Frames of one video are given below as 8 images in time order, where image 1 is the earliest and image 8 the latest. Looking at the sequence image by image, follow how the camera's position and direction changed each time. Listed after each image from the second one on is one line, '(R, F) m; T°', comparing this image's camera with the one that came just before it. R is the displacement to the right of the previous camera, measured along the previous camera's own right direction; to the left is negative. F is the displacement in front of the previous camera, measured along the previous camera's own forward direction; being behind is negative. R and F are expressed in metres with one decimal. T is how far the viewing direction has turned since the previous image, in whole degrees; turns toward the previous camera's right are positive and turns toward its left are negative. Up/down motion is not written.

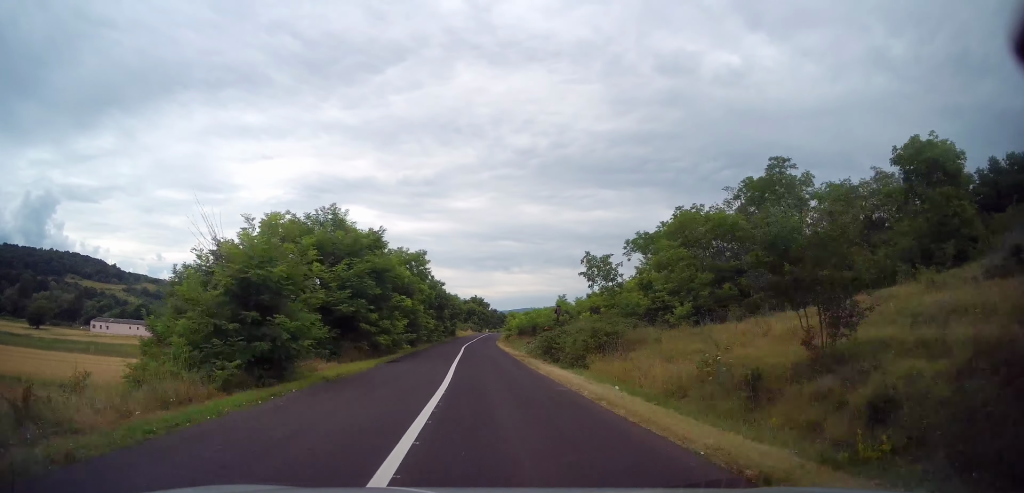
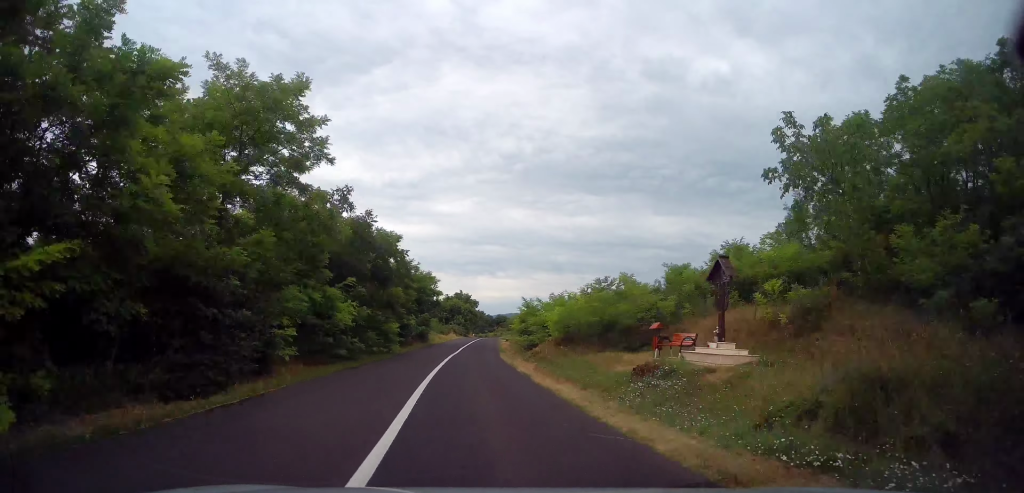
(+0.5, +26.6) m; +1°
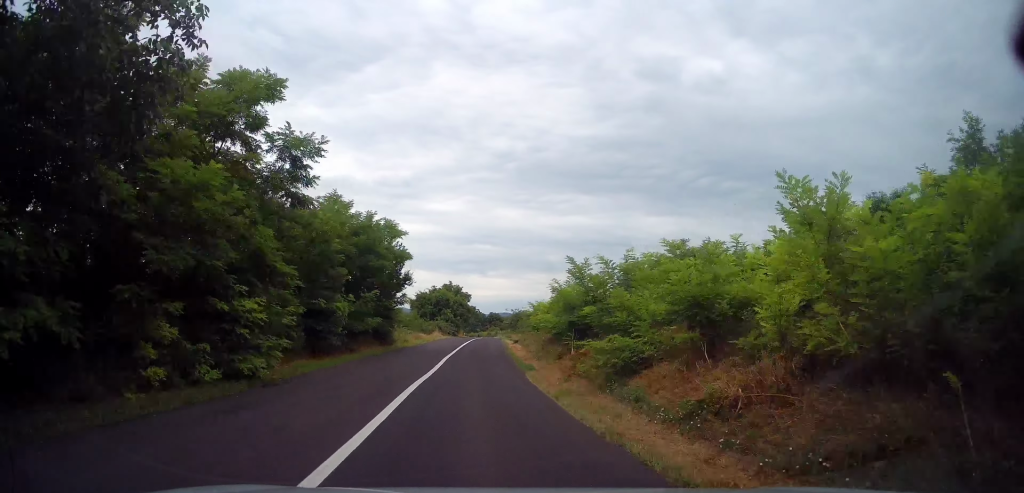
(0.0, +14.2) m; 0°
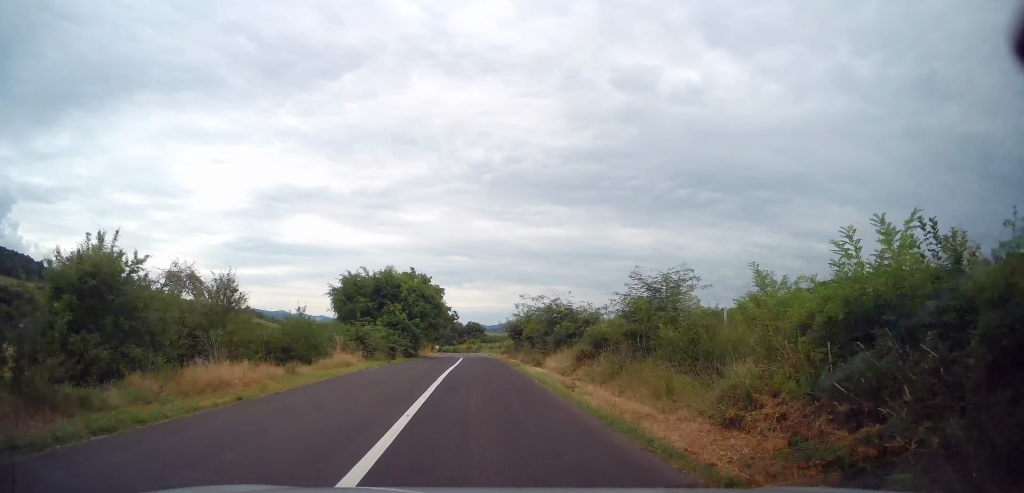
(+0.5, +28.6) m; +4°
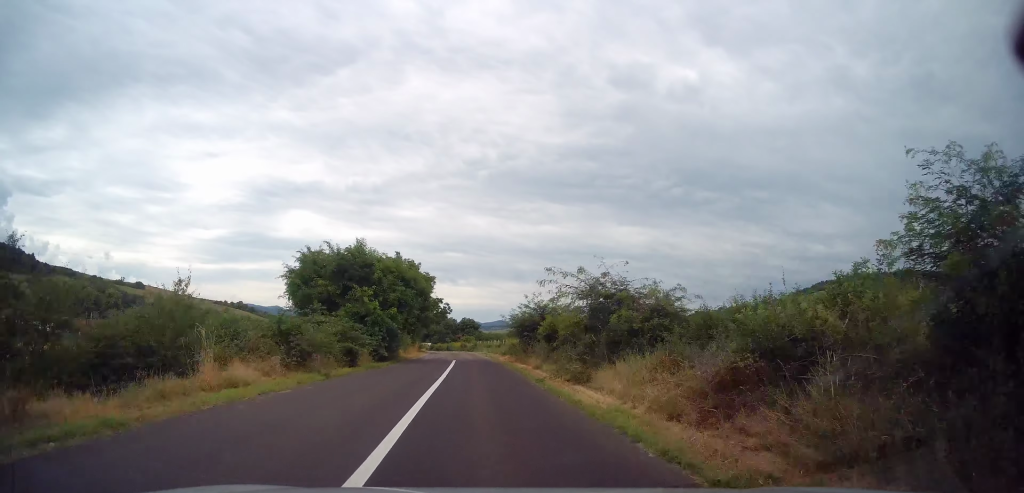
(0.0, +9.1) m; +2°
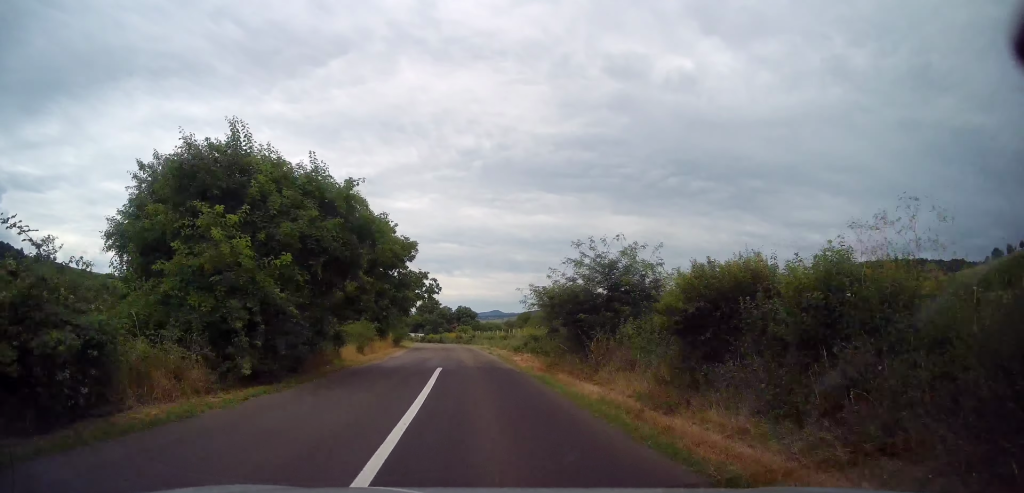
(+0.8, +16.9) m; +2°
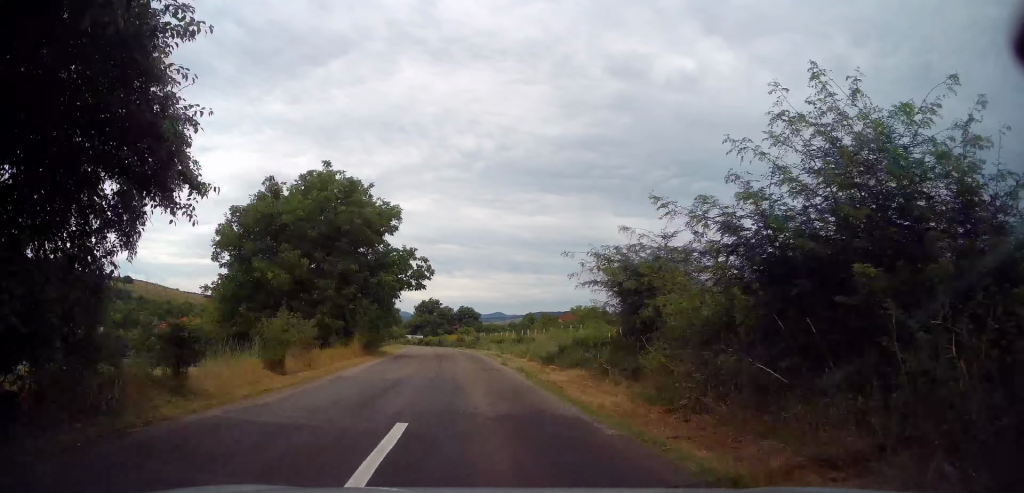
(-0.1, +14.4) m; -4°
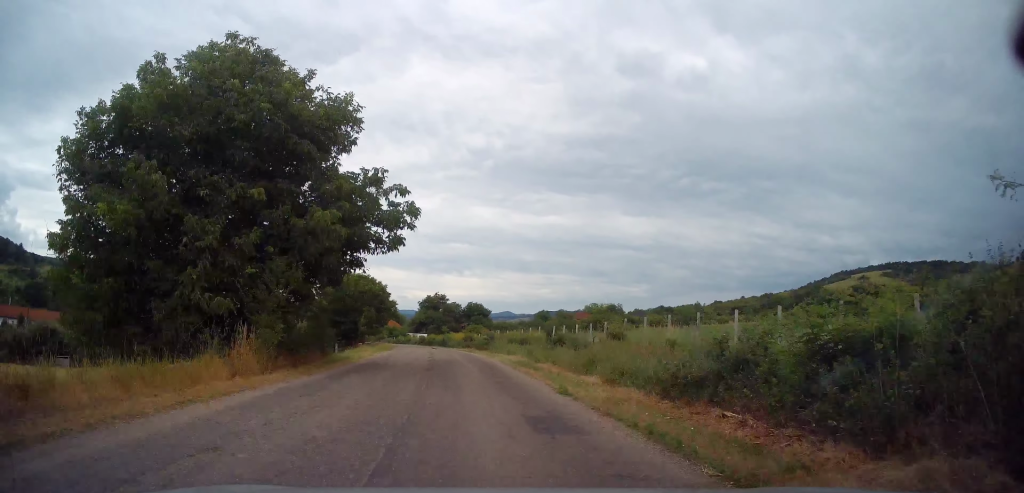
(-0.8, +16.9) m; -5°
